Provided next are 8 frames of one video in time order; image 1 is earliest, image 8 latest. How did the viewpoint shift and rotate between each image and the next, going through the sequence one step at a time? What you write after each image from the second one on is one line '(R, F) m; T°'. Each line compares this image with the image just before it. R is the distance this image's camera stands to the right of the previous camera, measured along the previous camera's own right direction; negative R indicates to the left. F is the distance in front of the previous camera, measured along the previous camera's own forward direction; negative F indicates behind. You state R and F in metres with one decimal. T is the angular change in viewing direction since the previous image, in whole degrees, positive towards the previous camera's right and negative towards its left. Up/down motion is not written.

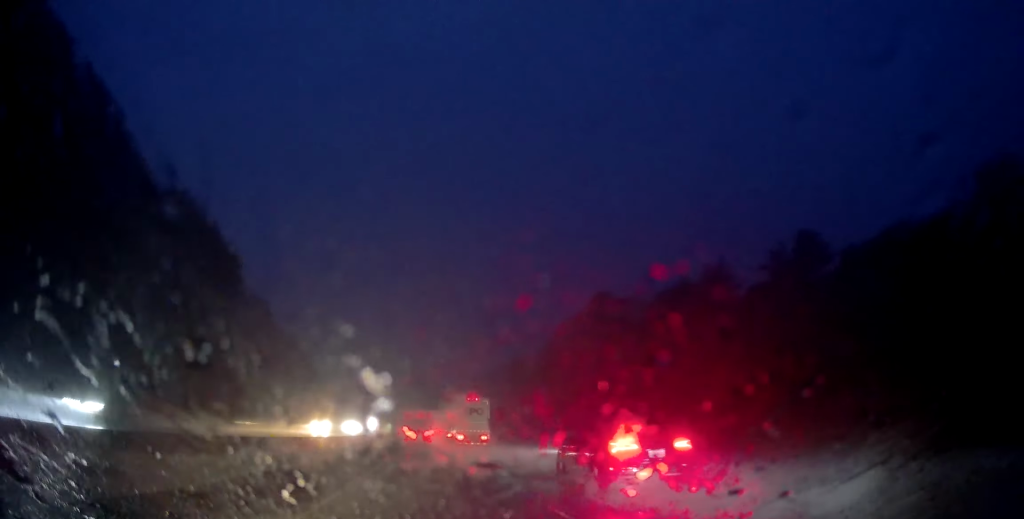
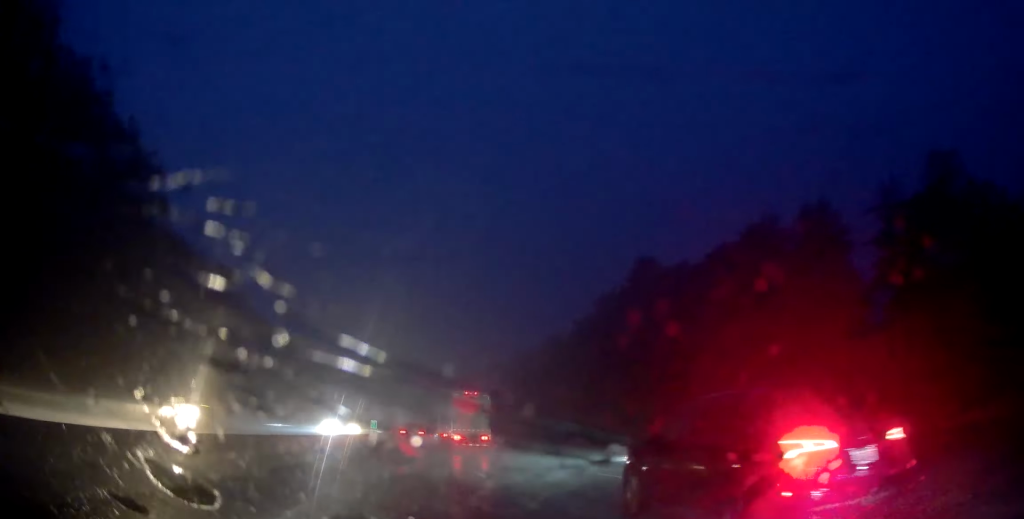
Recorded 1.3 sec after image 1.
(-0.6, +27.4) m; -2°
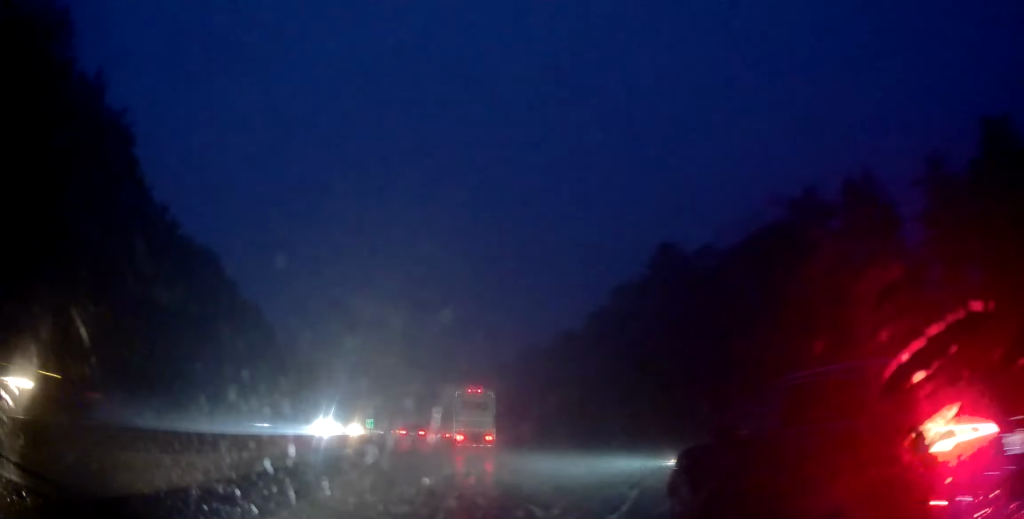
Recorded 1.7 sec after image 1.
(0.0, +8.5) m; +1°
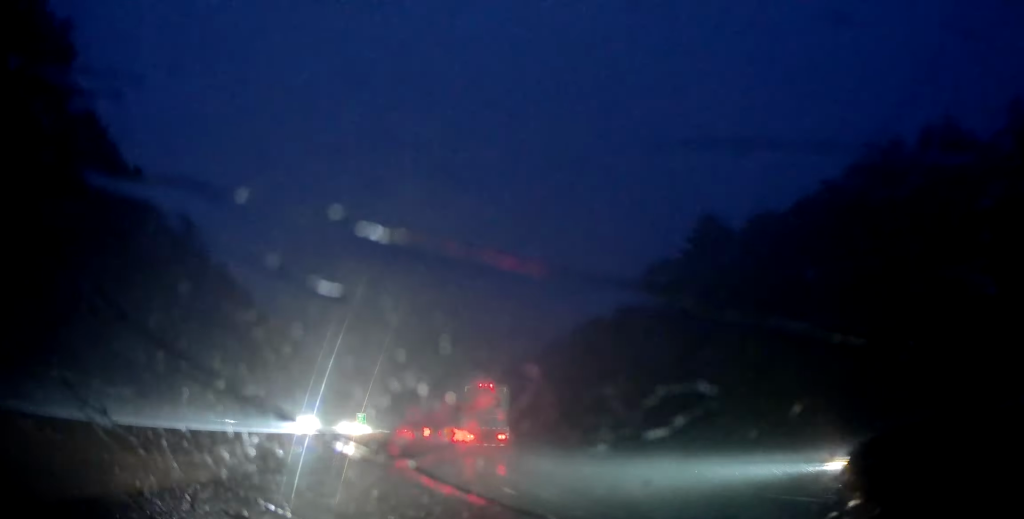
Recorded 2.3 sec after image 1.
(-0.1, +13.5) m; +1°
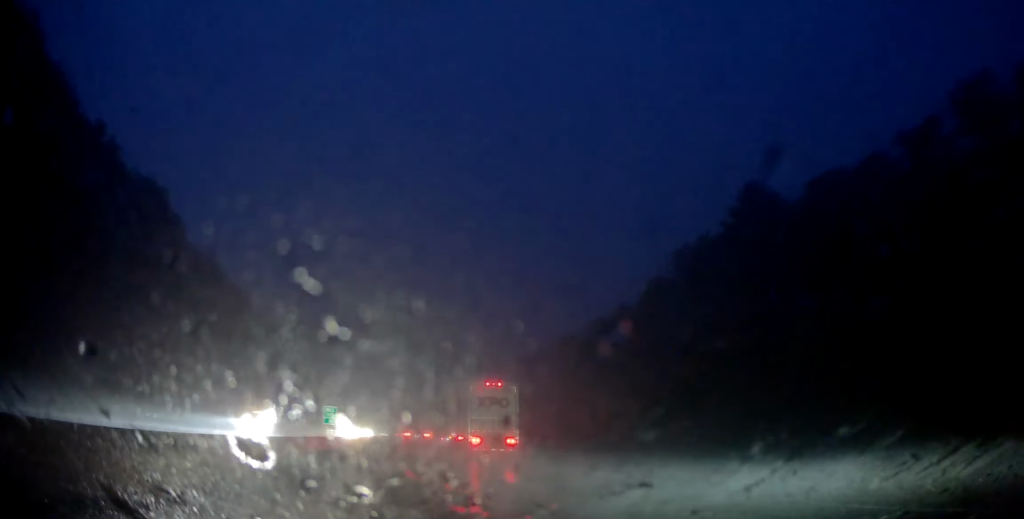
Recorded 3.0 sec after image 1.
(+0.4, +14.4) m; 0°
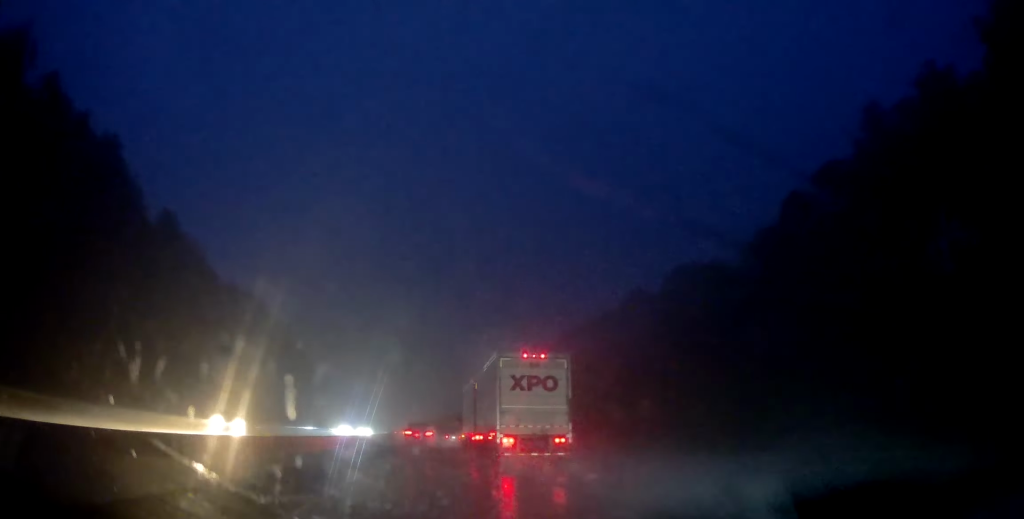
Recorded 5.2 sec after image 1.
(-0.9, +48.4) m; -3°
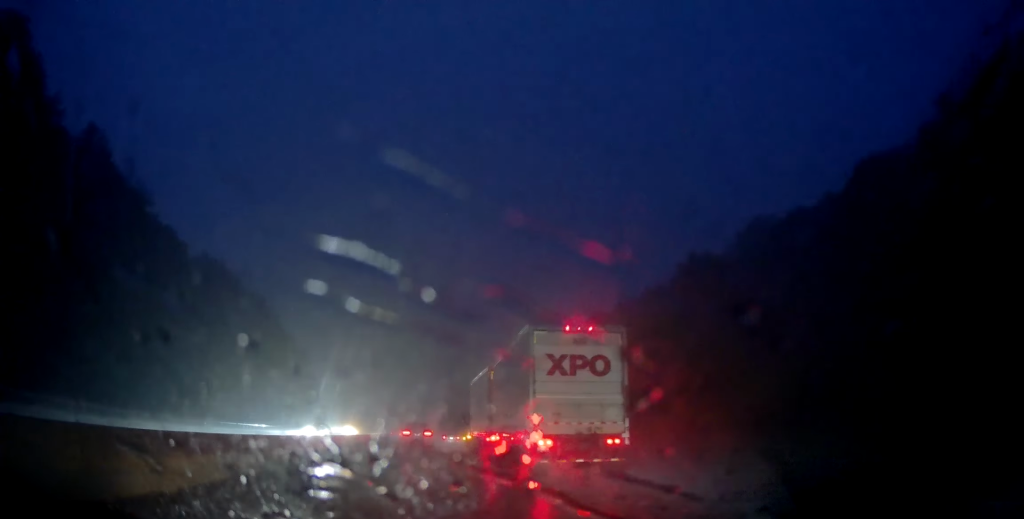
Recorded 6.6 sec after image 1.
(-0.7, +28.4) m; -1°
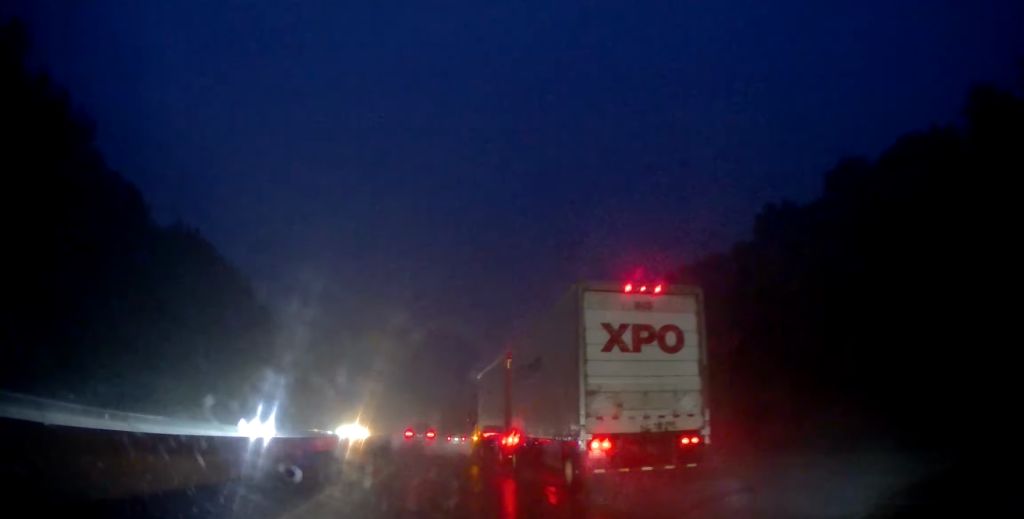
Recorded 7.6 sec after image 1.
(+0.2, +22.6) m; 0°
